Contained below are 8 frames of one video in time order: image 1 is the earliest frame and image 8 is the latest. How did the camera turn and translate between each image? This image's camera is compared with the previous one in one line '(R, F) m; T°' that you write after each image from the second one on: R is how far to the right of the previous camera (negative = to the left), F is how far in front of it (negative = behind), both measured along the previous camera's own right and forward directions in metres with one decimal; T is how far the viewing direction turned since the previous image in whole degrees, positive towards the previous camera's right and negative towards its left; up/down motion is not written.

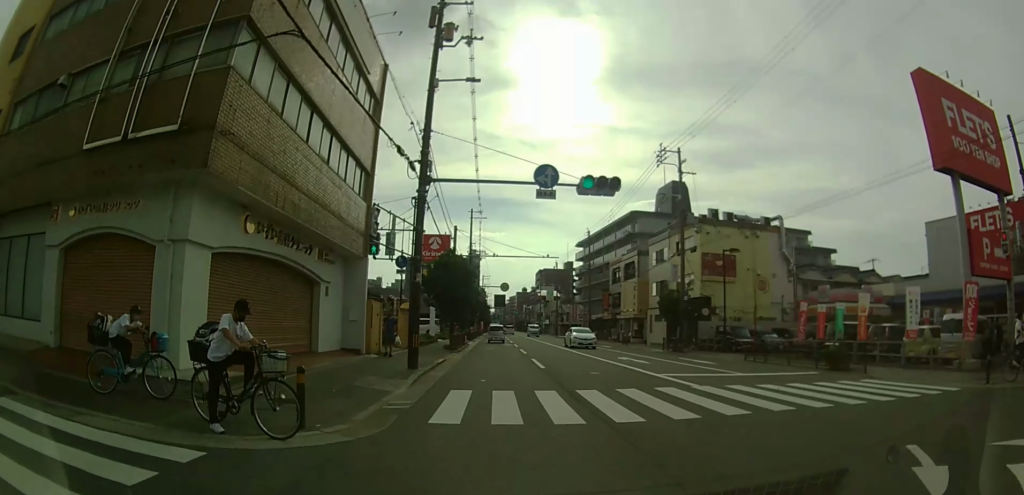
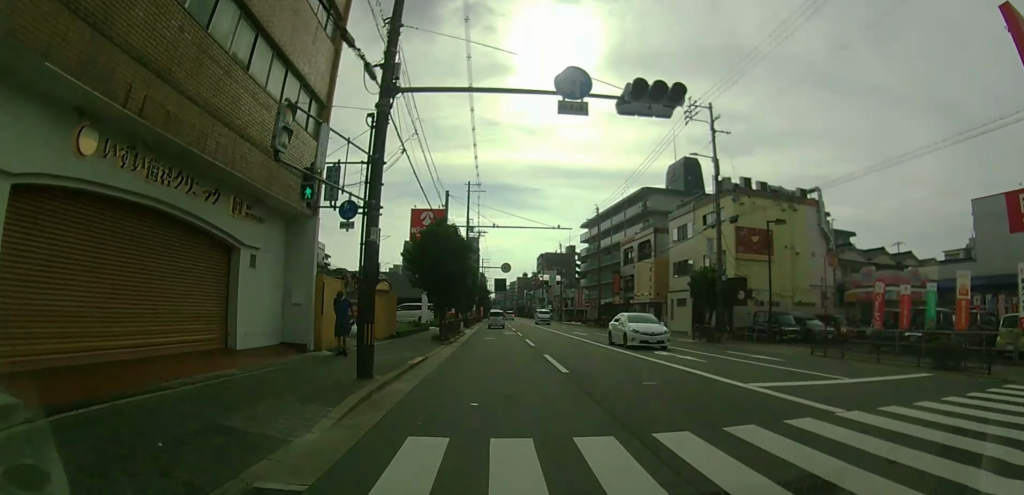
(-0.1, +5.3) m; -1°
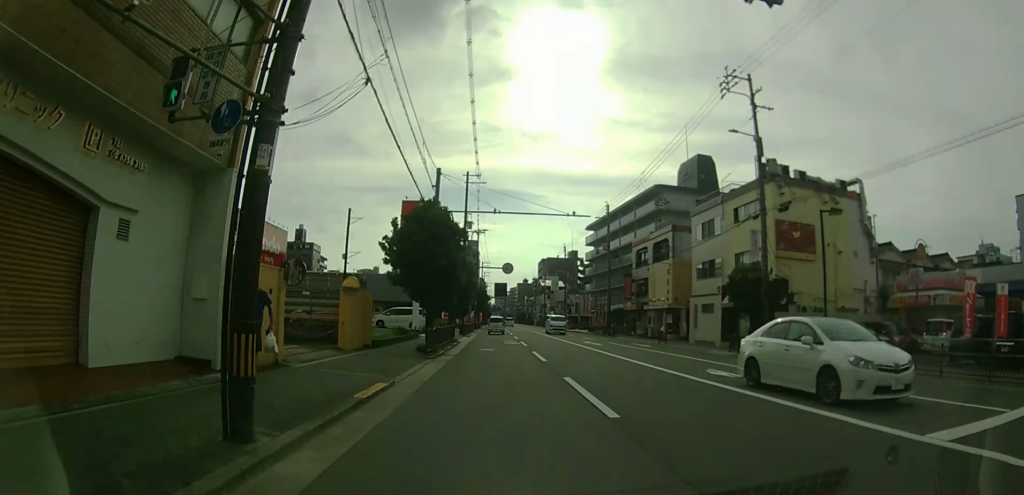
(0.0, +4.5) m; 0°
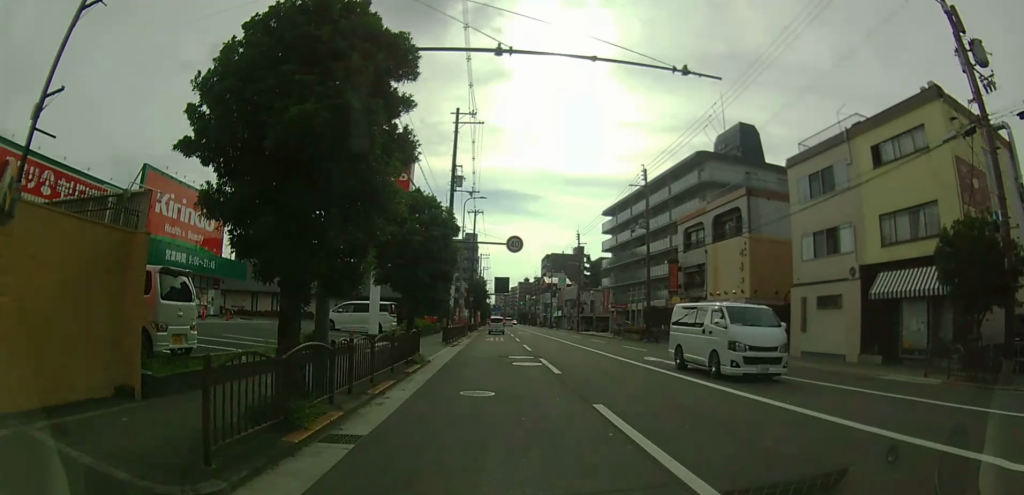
(0.0, +12.9) m; 0°
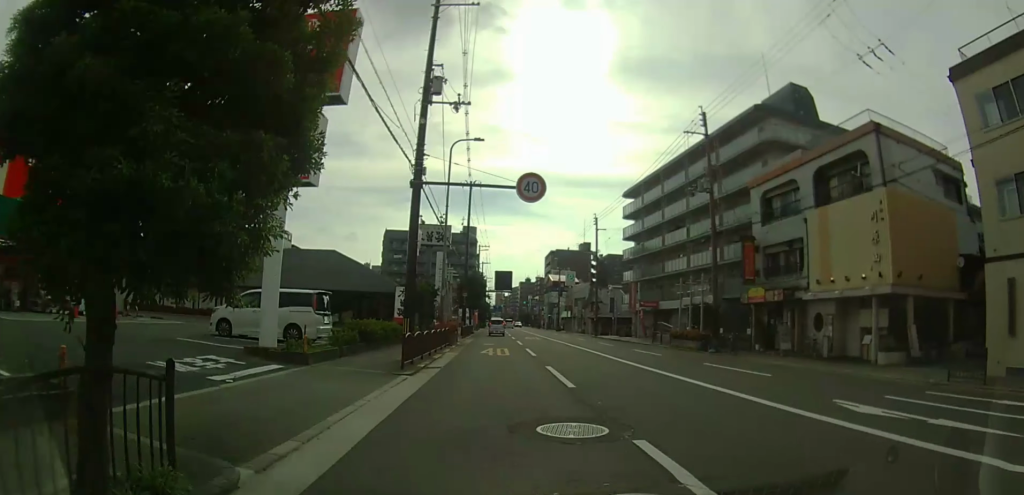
(0.0, +11.7) m; 0°
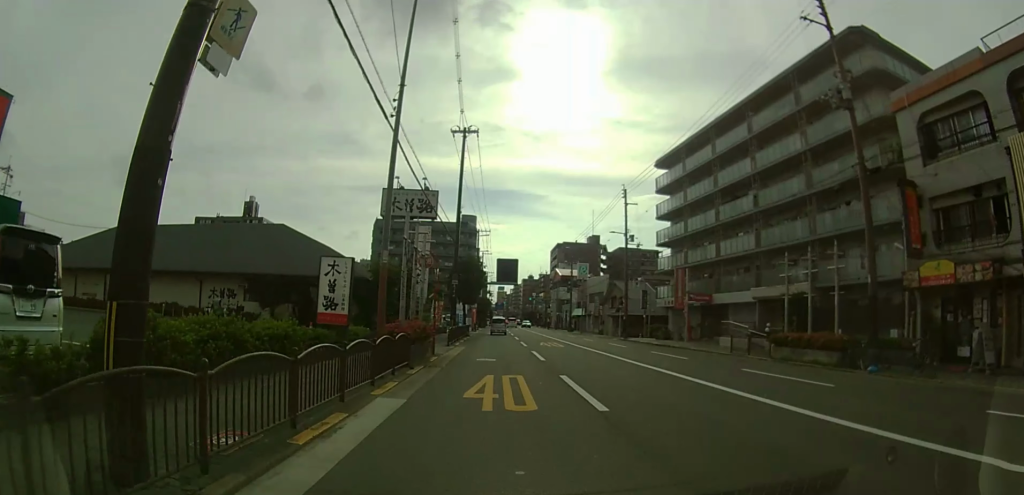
(-0.1, +12.5) m; -1°
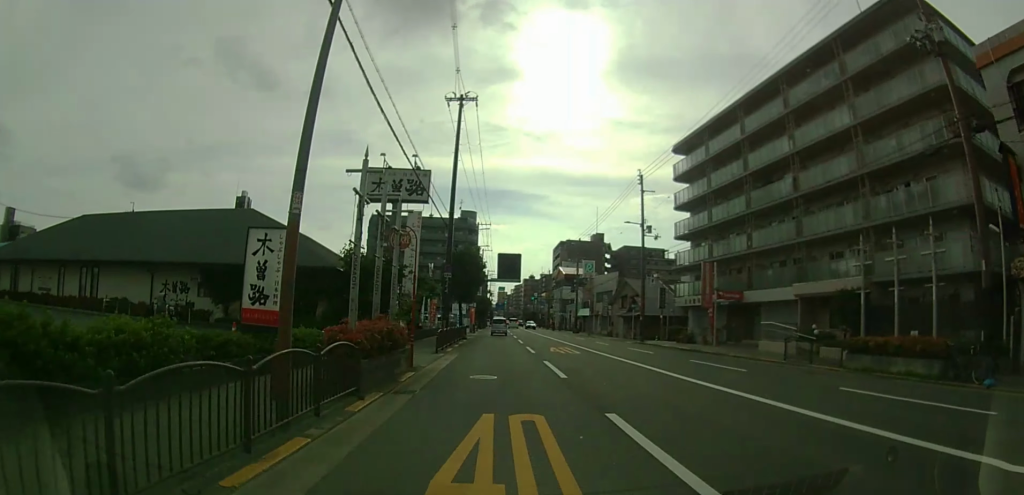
(-0.1, +4.6) m; 0°
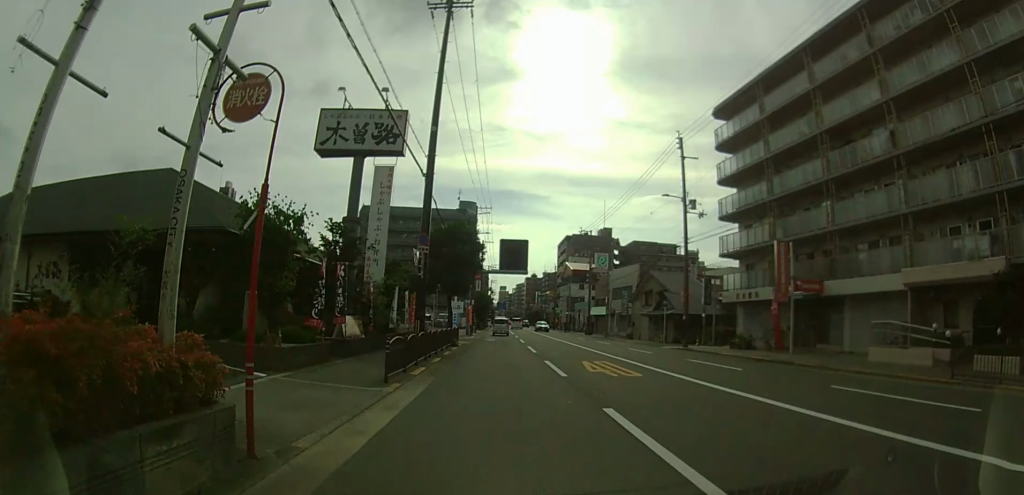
(+0.2, +7.9) m; +3°
